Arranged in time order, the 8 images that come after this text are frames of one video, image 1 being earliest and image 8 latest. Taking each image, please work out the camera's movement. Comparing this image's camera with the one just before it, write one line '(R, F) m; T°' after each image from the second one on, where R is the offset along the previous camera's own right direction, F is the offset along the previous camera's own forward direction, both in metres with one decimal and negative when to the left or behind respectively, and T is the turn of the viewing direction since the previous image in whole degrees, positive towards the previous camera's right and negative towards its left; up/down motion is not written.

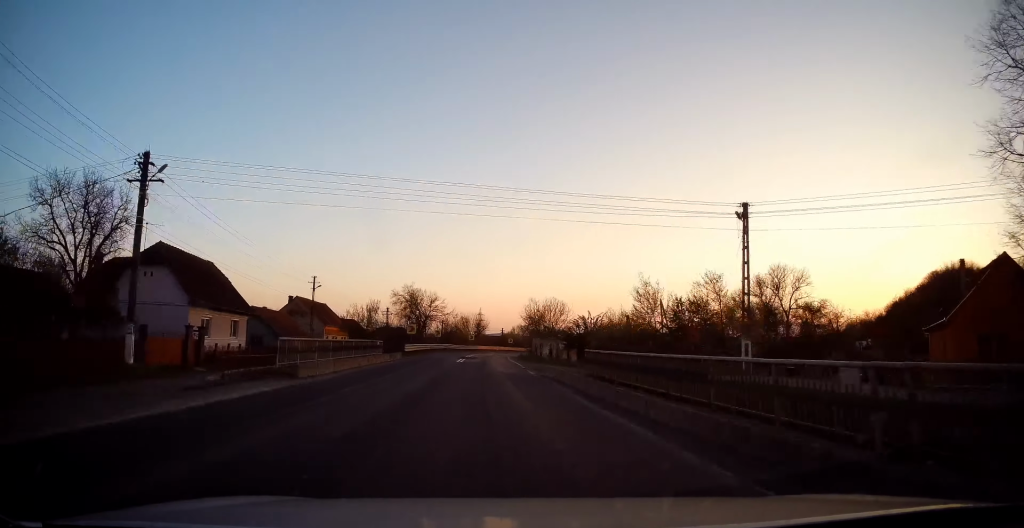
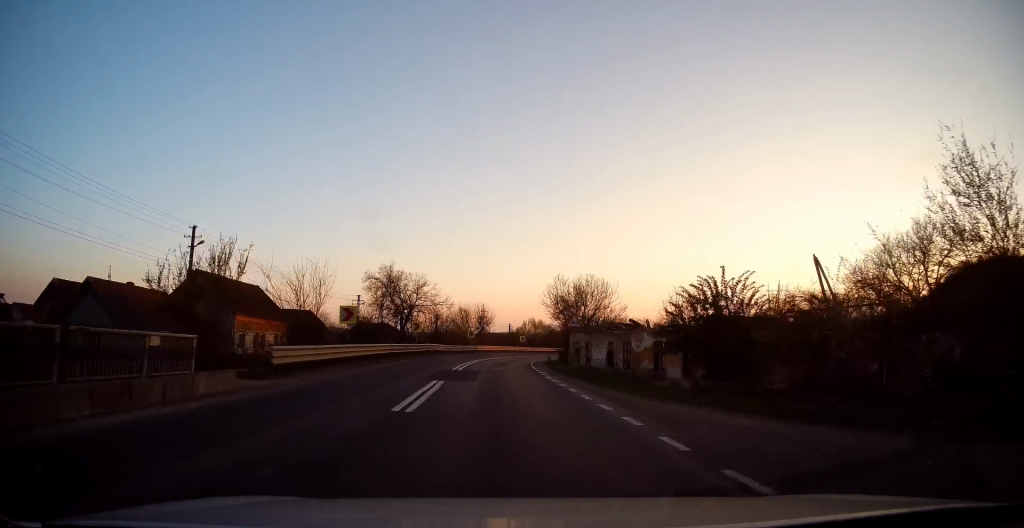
(-0.8, +25.3) m; -1°
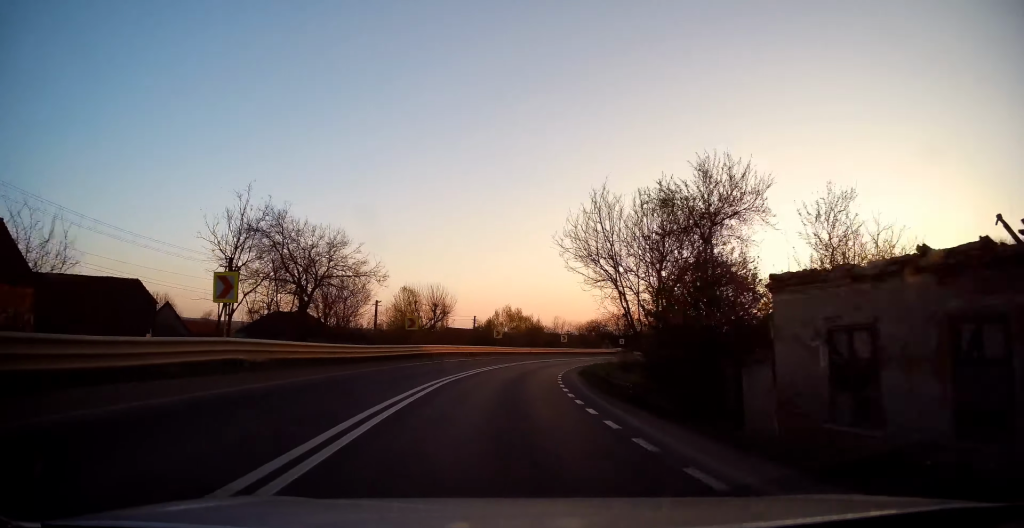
(+0.5, +30.6) m; +3°
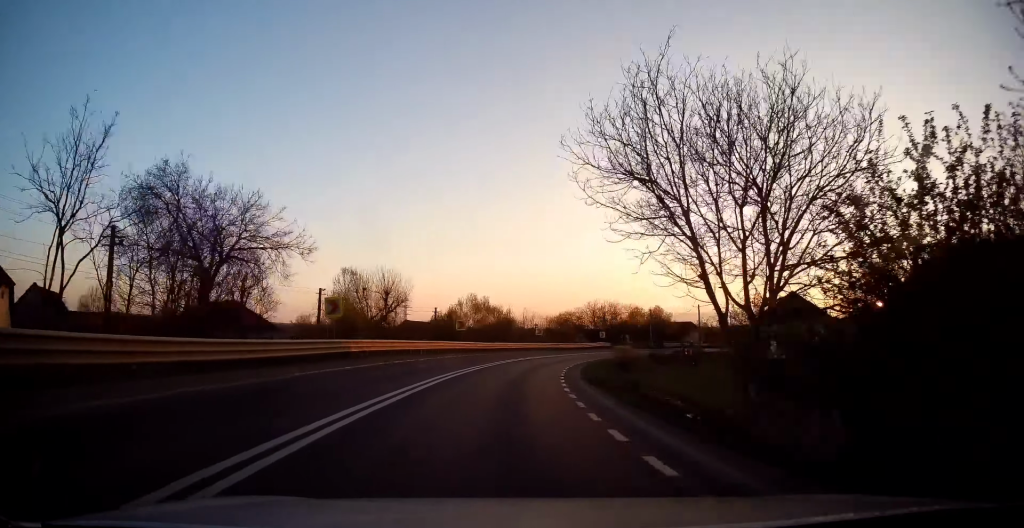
(-0.2, +12.1) m; +2°
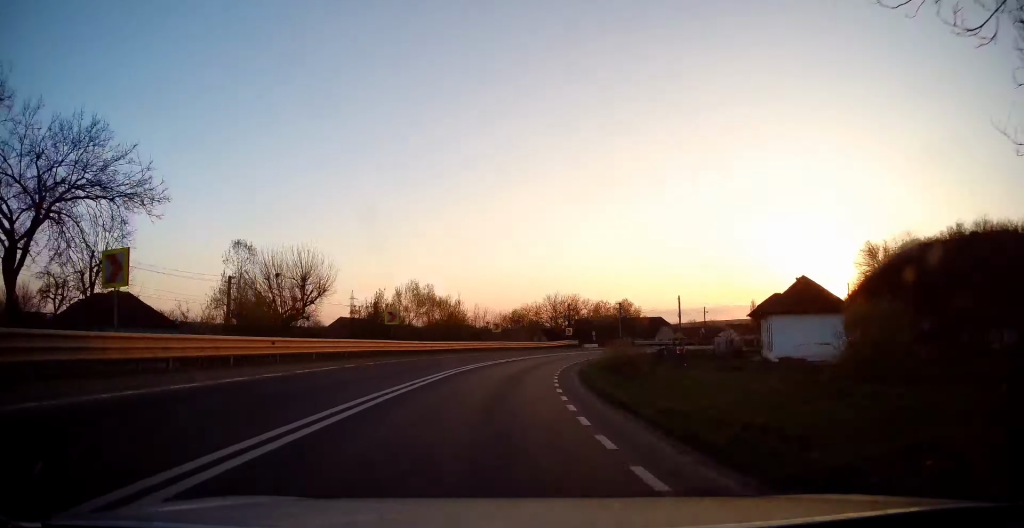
(+0.7, +13.1) m; +4°
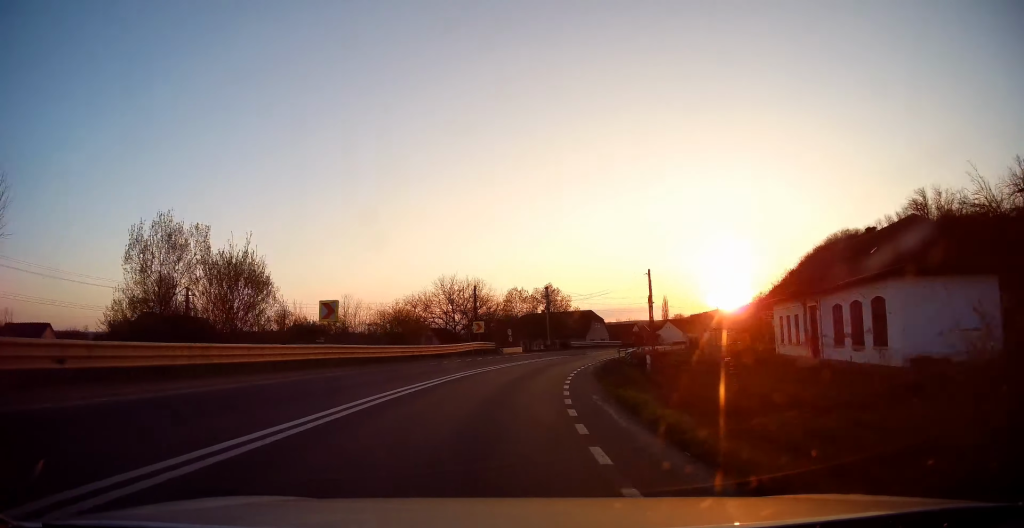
(+2.3, +29.9) m; +12°
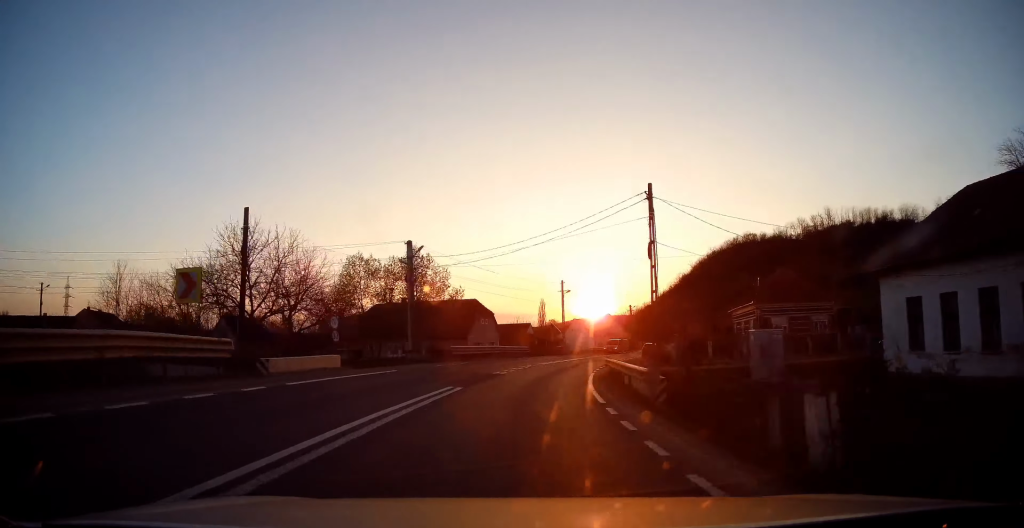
(+4.0, +29.3) m; +15°
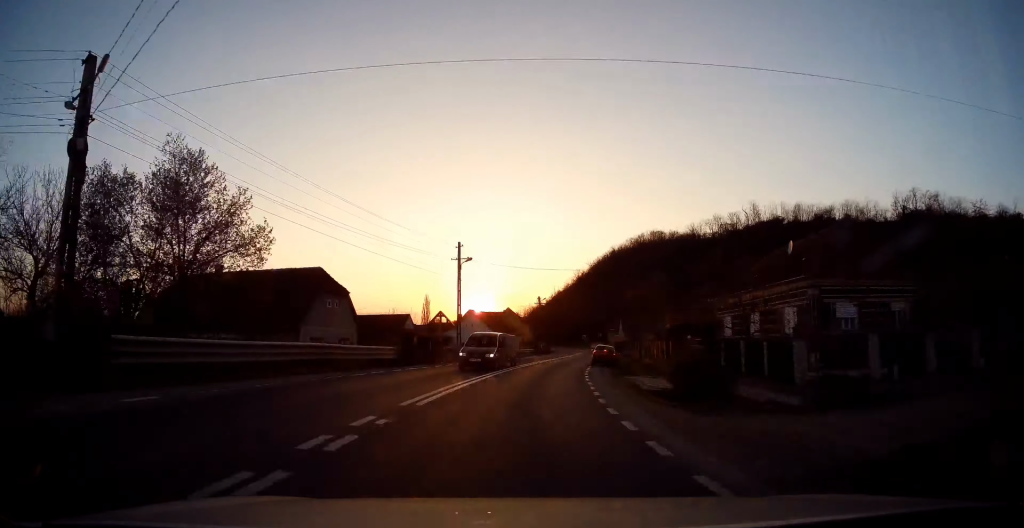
(+2.3, +22.0) m; +12°
